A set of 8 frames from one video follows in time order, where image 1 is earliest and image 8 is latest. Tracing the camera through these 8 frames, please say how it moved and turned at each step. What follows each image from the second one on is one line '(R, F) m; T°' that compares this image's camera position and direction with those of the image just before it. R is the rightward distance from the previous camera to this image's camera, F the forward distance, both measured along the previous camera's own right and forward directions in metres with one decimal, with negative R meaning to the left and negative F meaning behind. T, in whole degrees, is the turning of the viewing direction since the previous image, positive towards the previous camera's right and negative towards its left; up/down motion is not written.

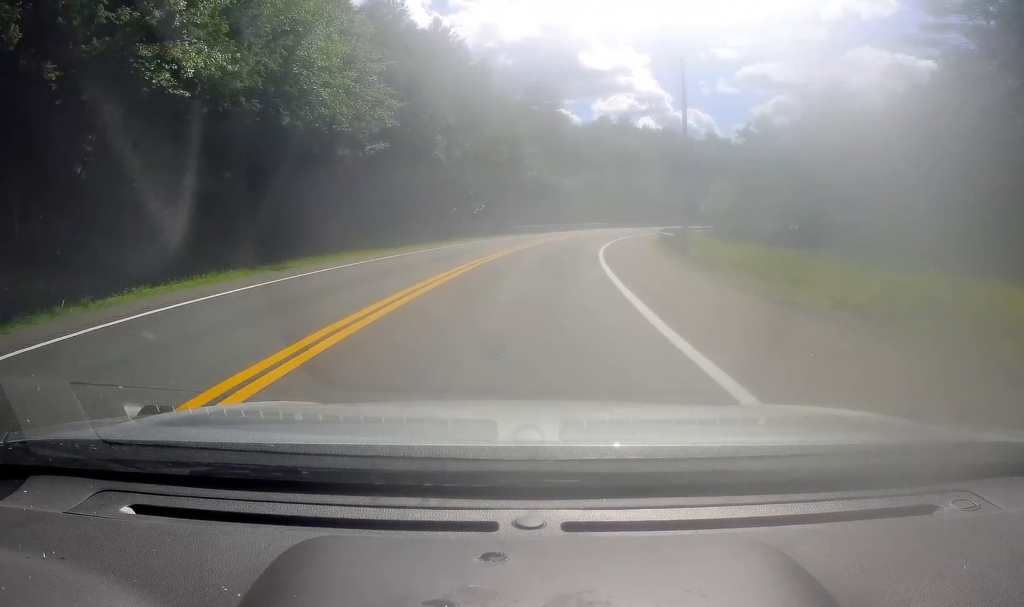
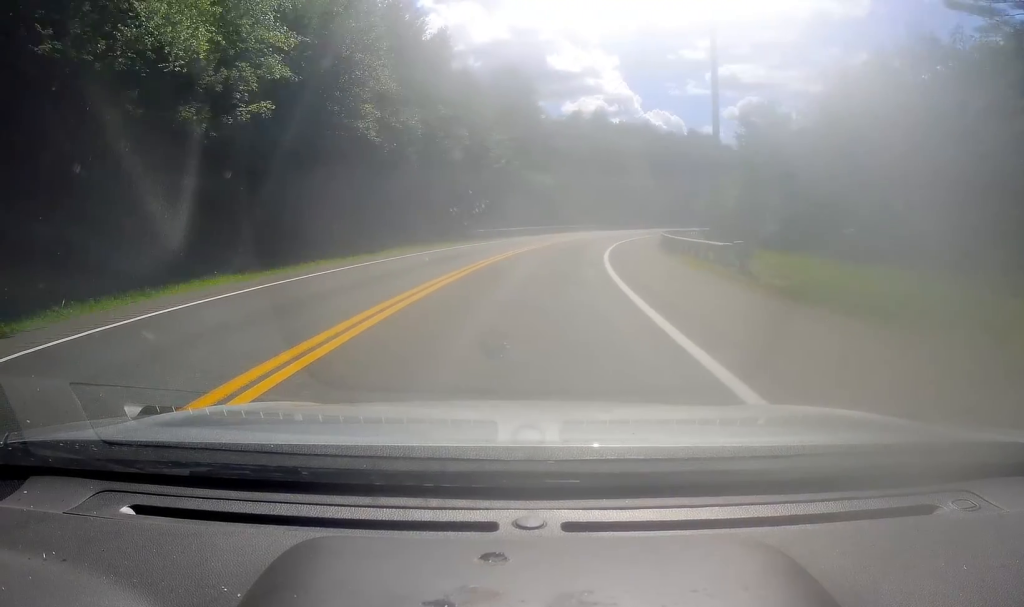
(+0.3, +11.7) m; +2°
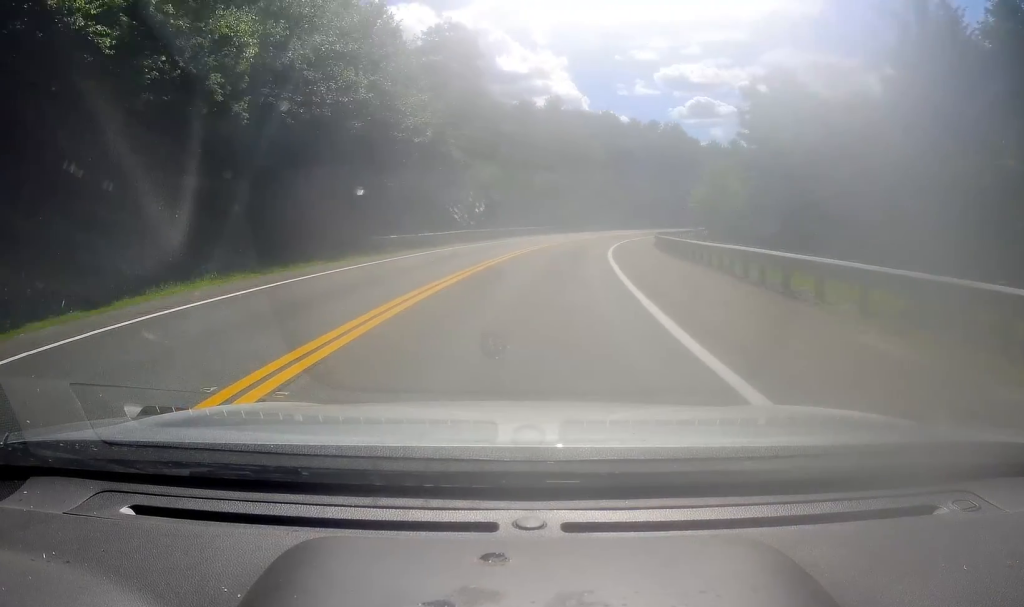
(+0.5, +18.6) m; +5°
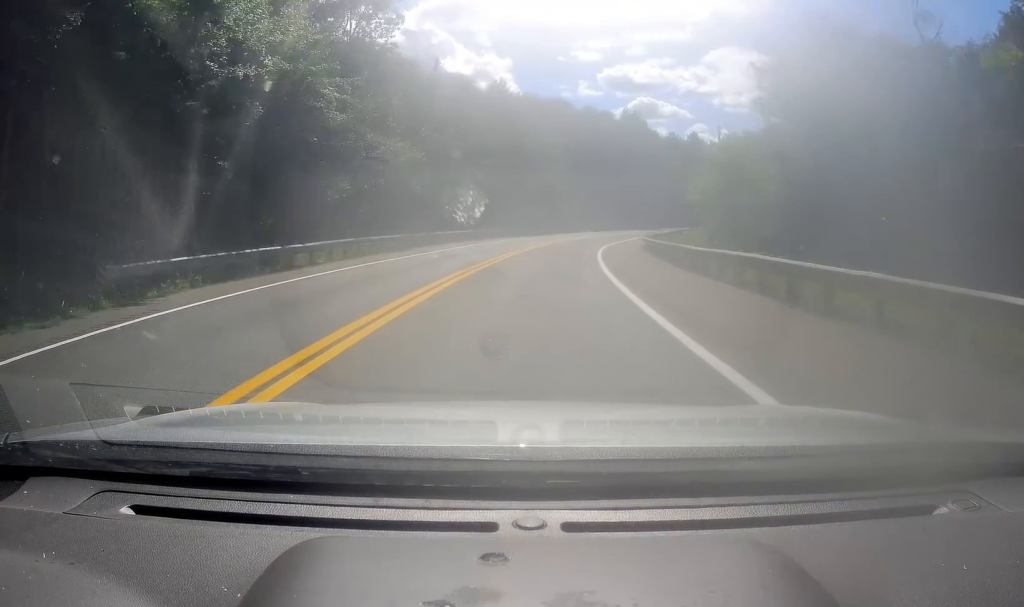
(+0.9, +18.4) m; +5°
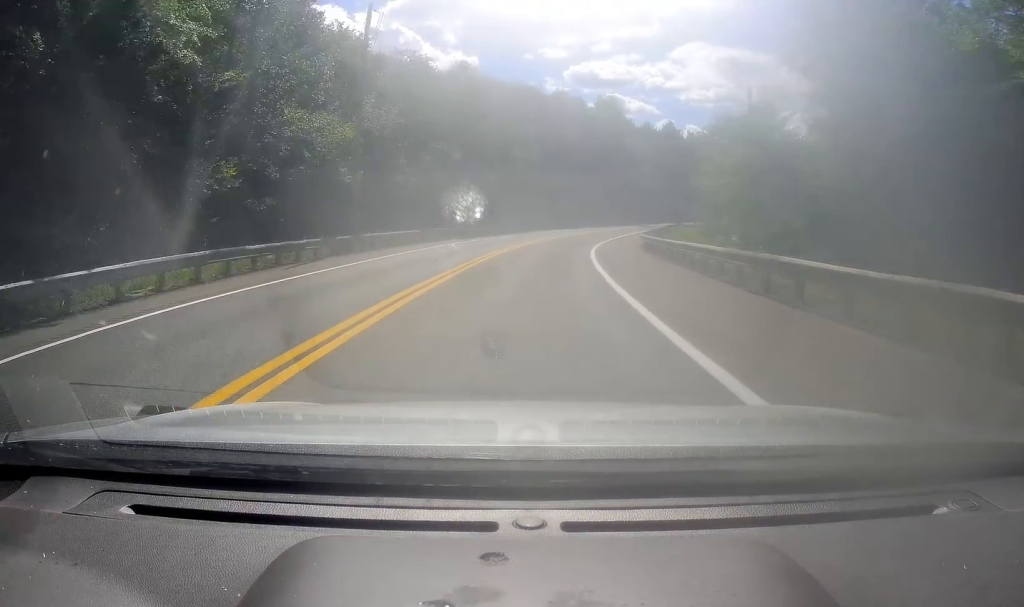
(+0.6, +11.5) m; +2°
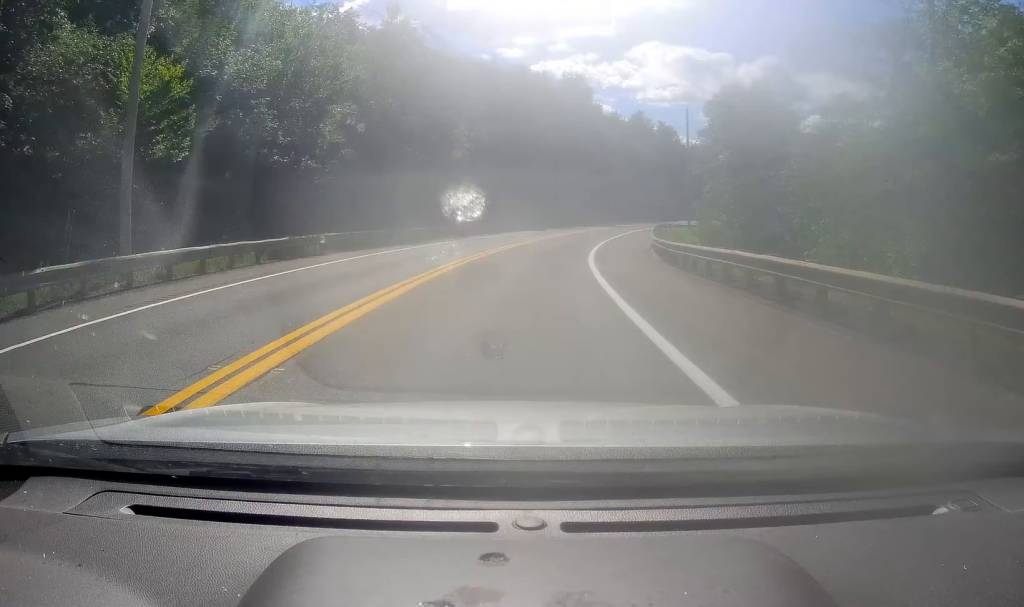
(+0.1, +17.5) m; +4°
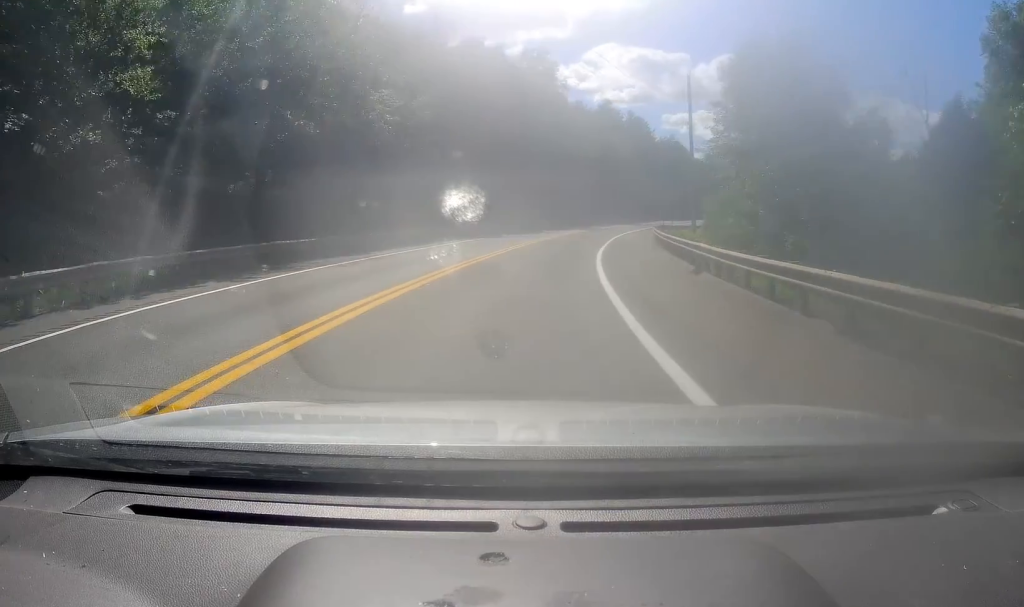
(+1.0, +17.2) m; +5°
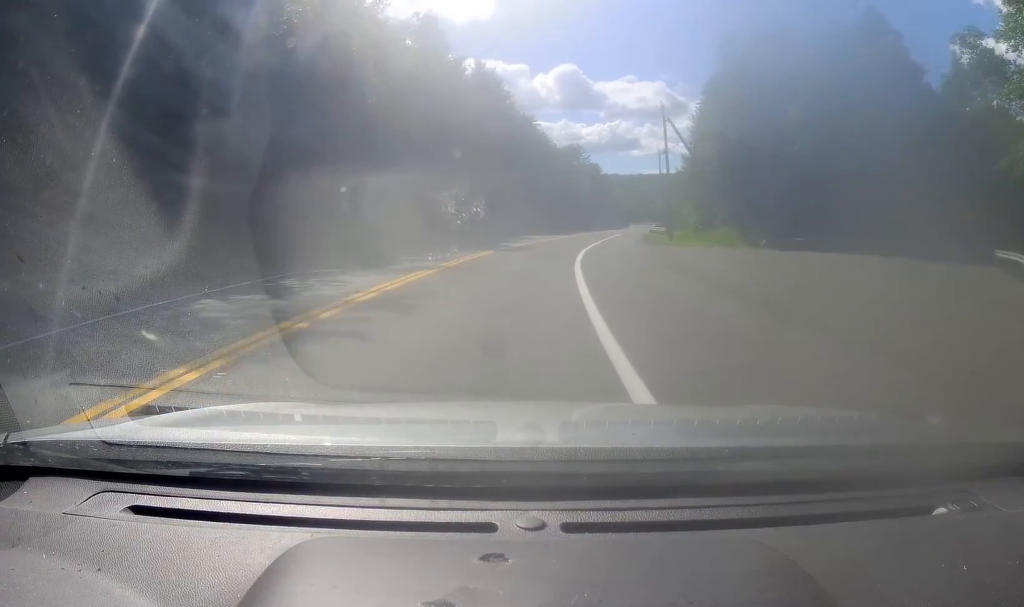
(+6.9, +55.8) m; +13°
